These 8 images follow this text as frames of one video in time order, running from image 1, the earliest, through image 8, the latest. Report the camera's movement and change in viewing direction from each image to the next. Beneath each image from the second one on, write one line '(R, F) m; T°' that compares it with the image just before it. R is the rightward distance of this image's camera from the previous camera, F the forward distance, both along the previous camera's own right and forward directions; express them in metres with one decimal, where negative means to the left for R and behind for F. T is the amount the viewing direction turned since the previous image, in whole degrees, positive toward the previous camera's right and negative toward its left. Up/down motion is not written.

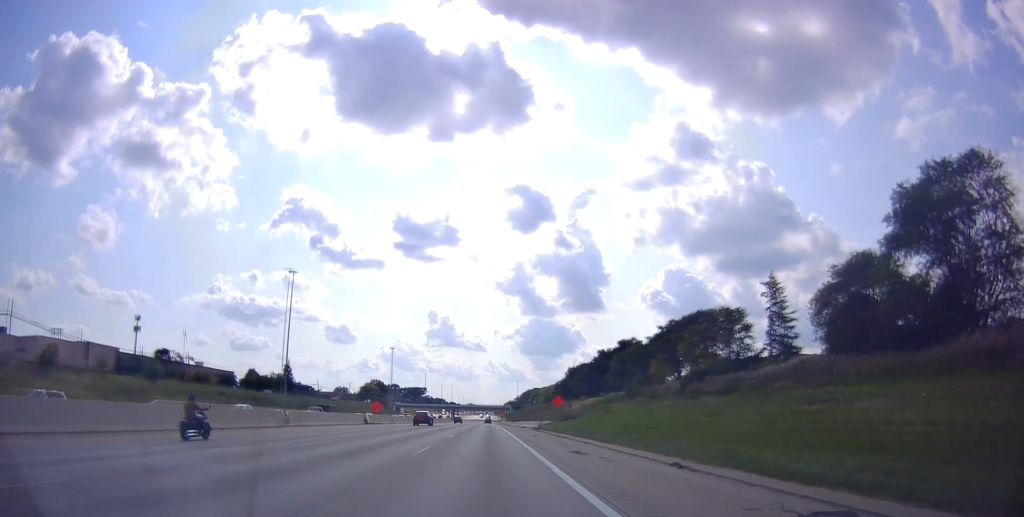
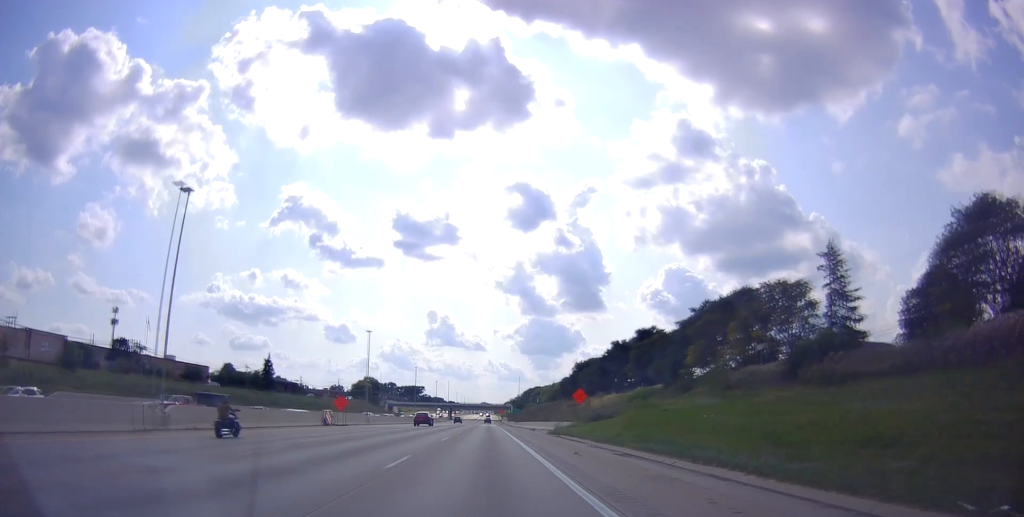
(-0.1, +20.0) m; 0°
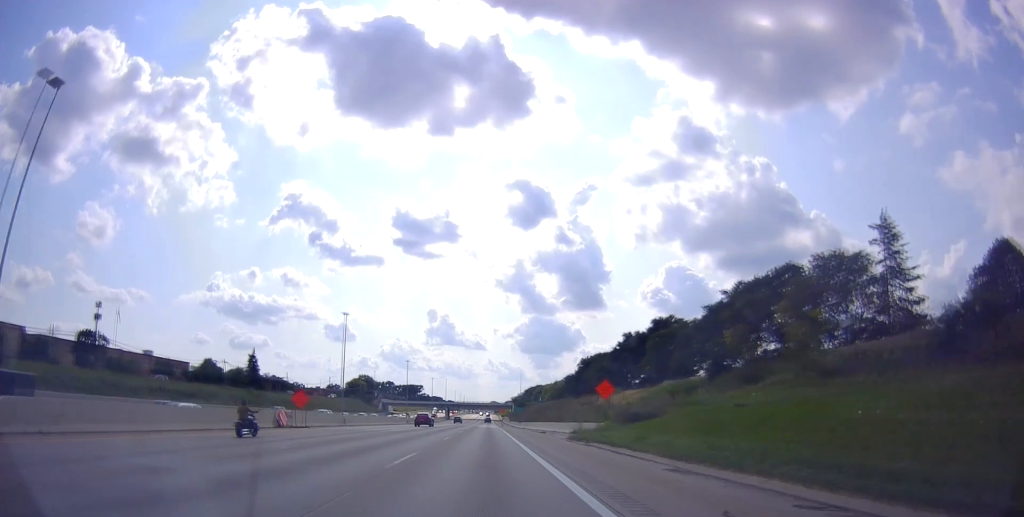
(0.0, +14.0) m; 0°
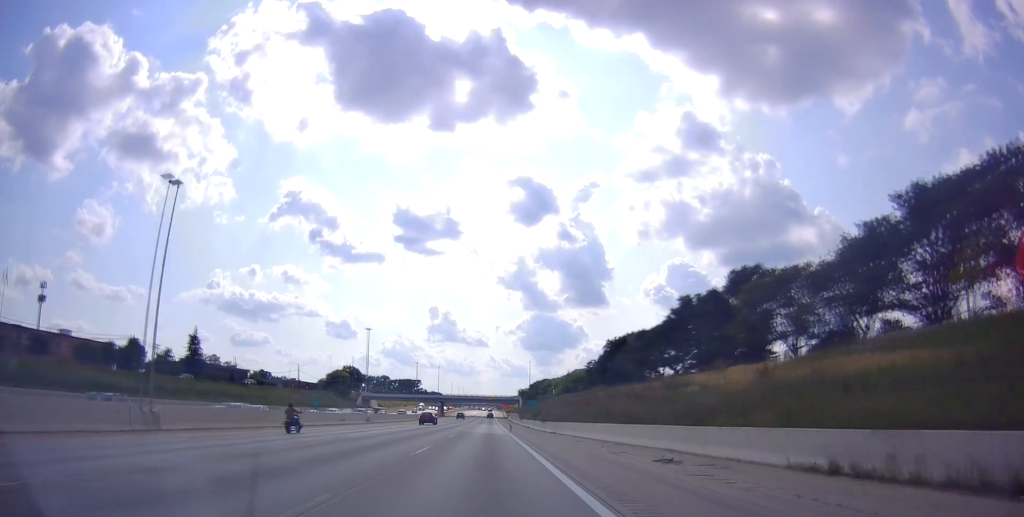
(+0.2, +42.0) m; +1°
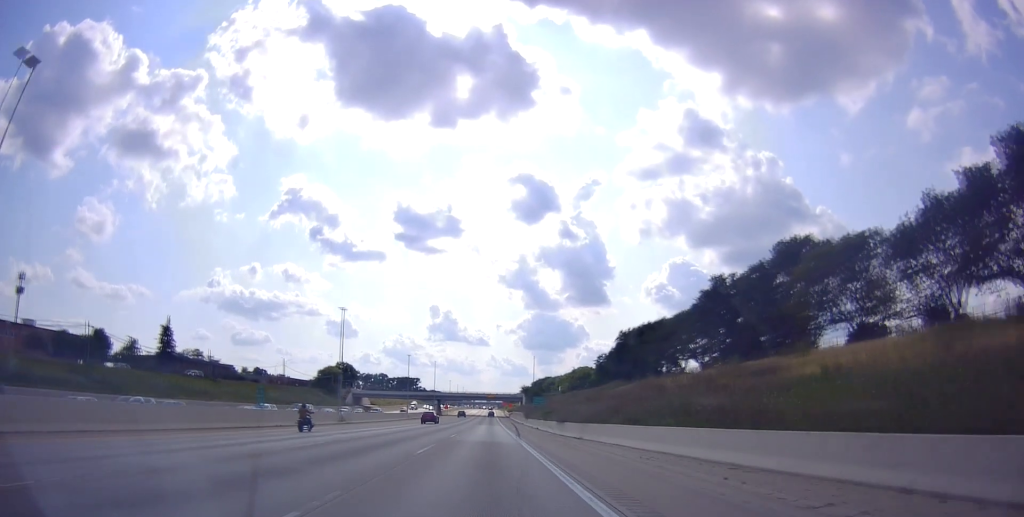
(+0.3, +15.0) m; 0°
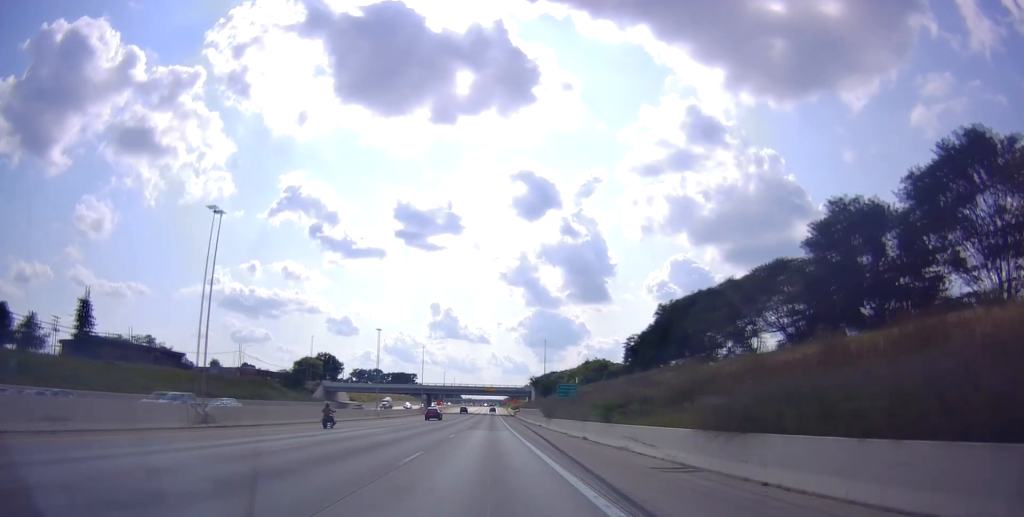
(-0.8, +34.1) m; -1°
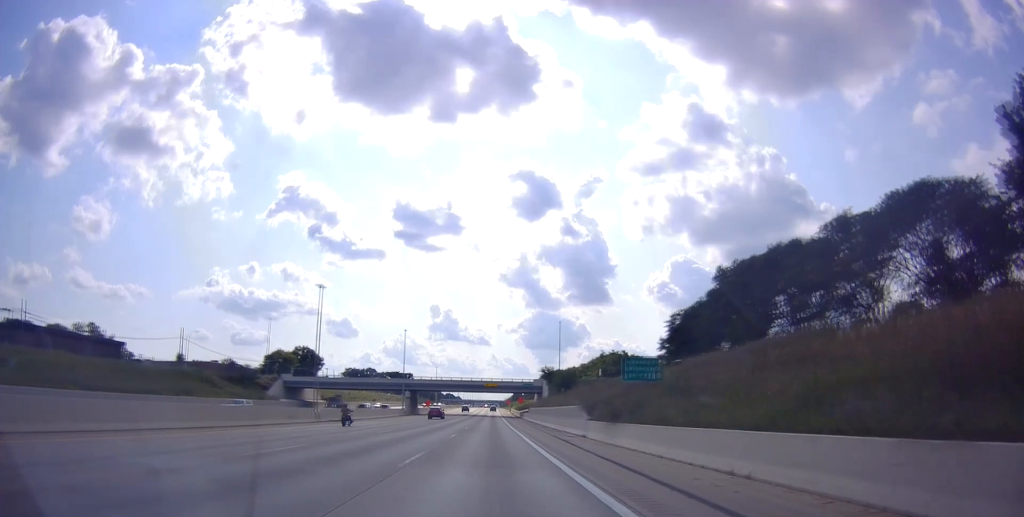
(+0.3, +31.1) m; 0°
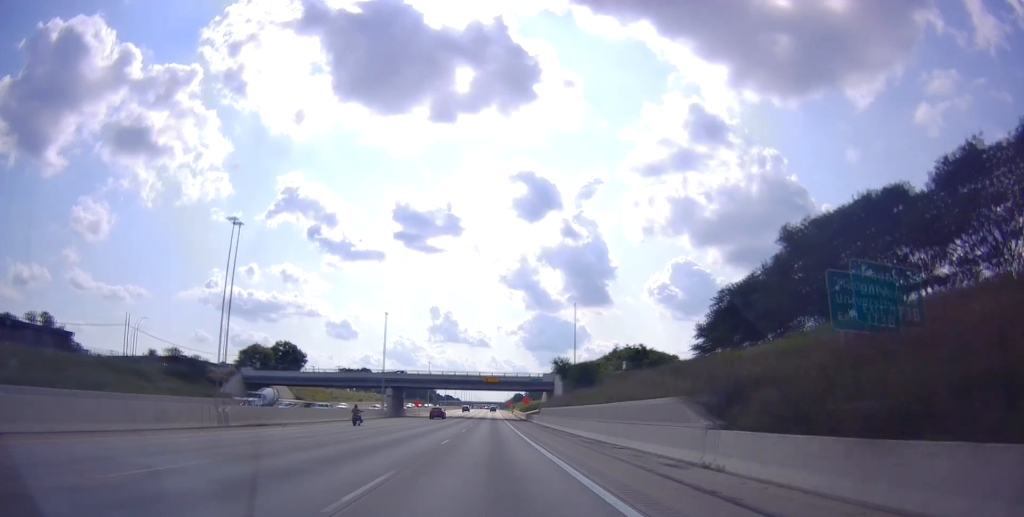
(-0.3, +21.2) m; +1°
